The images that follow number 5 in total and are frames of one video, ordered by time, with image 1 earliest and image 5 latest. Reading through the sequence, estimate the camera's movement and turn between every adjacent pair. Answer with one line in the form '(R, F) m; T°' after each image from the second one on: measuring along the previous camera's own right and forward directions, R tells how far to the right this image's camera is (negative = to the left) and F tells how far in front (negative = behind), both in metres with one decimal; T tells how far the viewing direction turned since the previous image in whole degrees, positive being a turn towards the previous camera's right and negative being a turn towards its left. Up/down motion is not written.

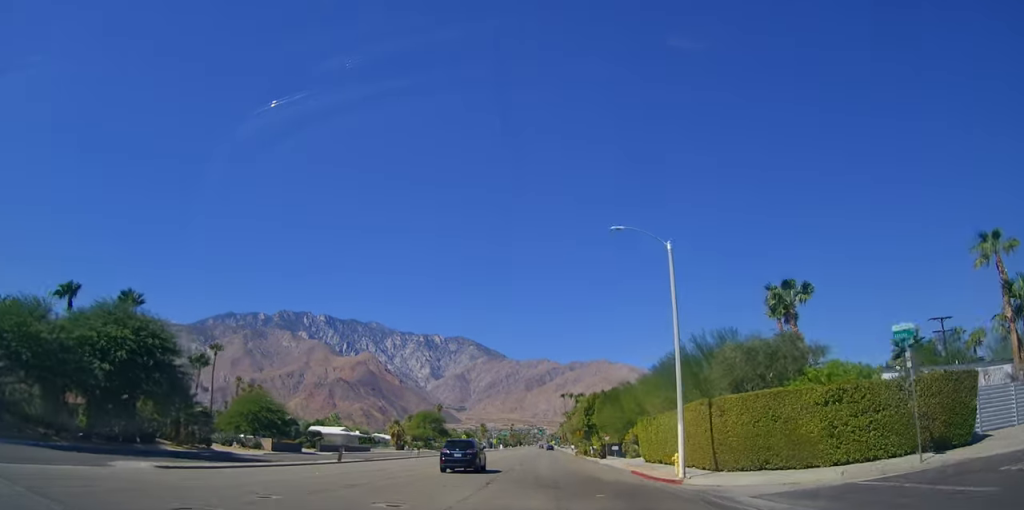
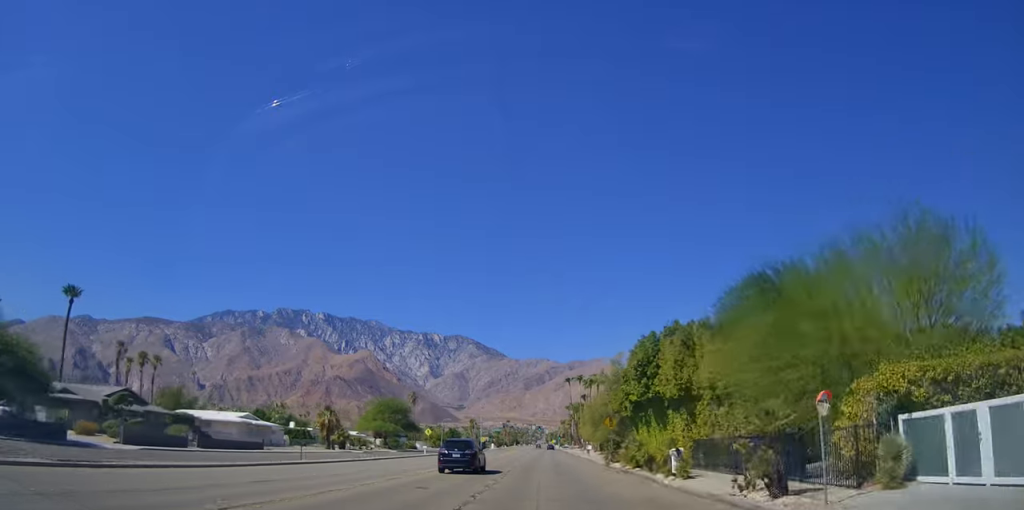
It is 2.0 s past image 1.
(-0.6, +36.3) m; -2°
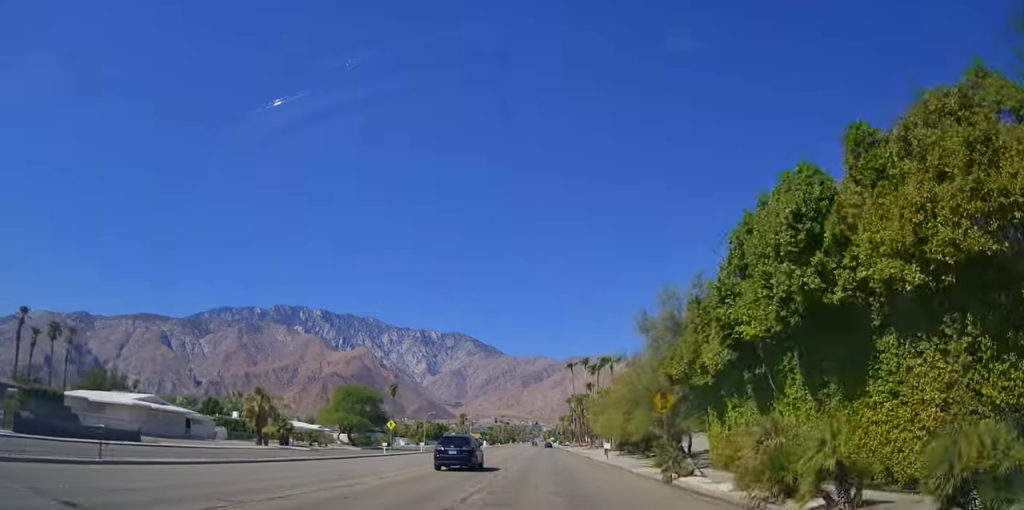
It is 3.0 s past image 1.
(+0.1, +19.1) m; +1°
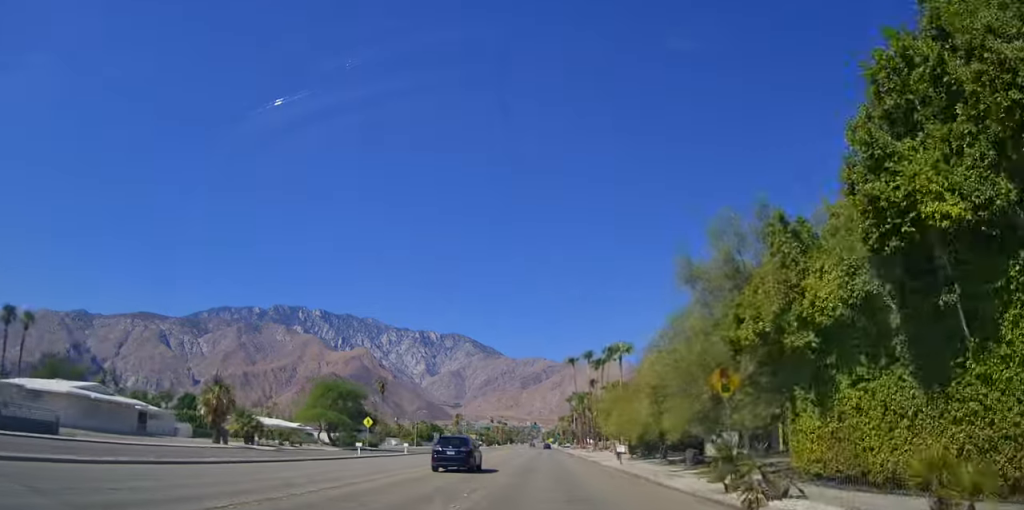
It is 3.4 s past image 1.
(+0.1, +8.0) m; +1°
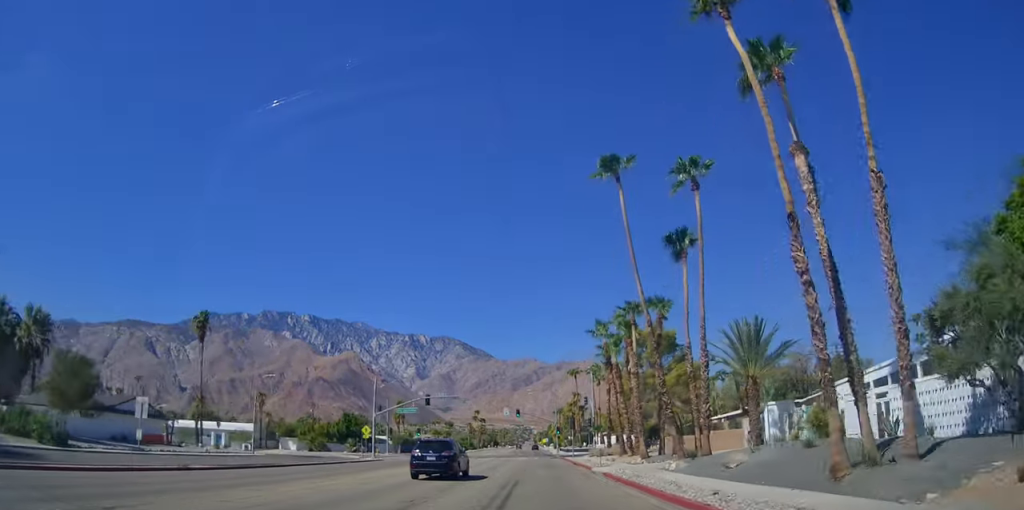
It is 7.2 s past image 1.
(+1.1, +68.7) m; 0°
